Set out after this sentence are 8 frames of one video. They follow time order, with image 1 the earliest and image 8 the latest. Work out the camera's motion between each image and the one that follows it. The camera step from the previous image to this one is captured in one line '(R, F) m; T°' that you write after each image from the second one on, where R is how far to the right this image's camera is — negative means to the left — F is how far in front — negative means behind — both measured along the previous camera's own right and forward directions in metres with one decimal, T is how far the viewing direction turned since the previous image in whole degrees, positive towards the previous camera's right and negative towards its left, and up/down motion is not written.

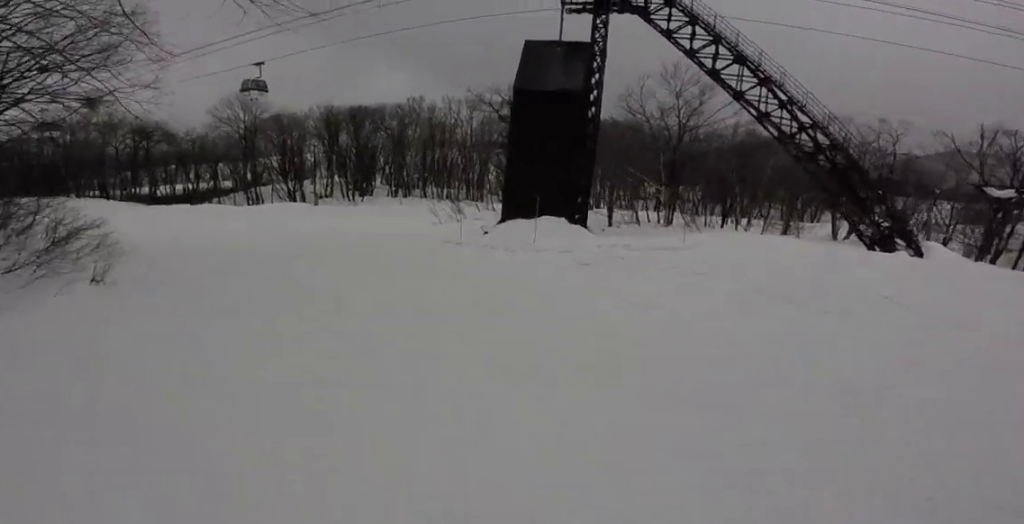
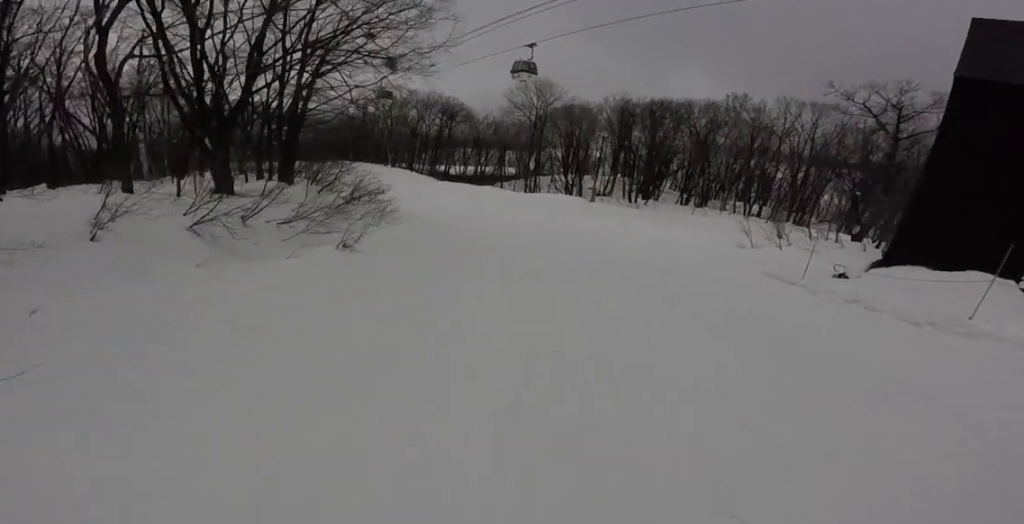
(-0.2, +5.9) m; -8°
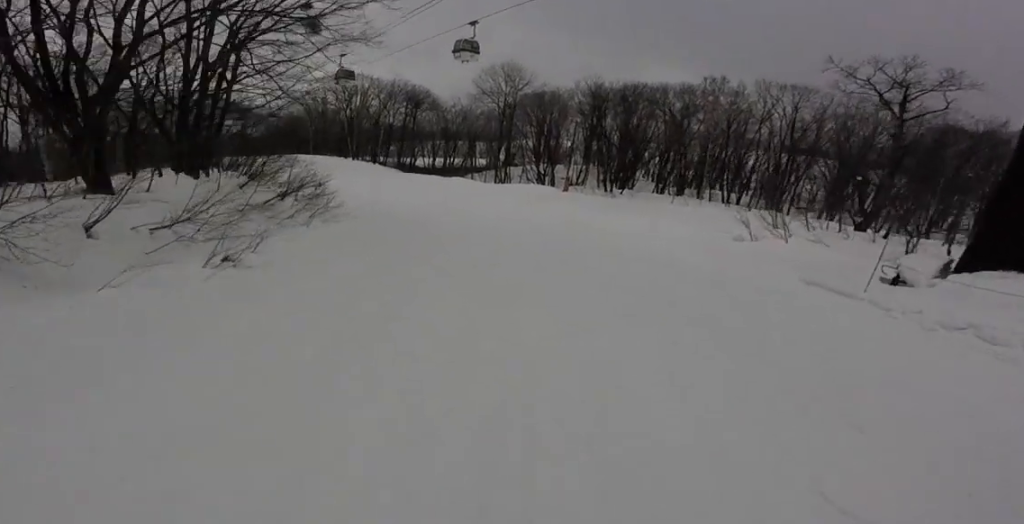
(-0.6, +5.8) m; -9°
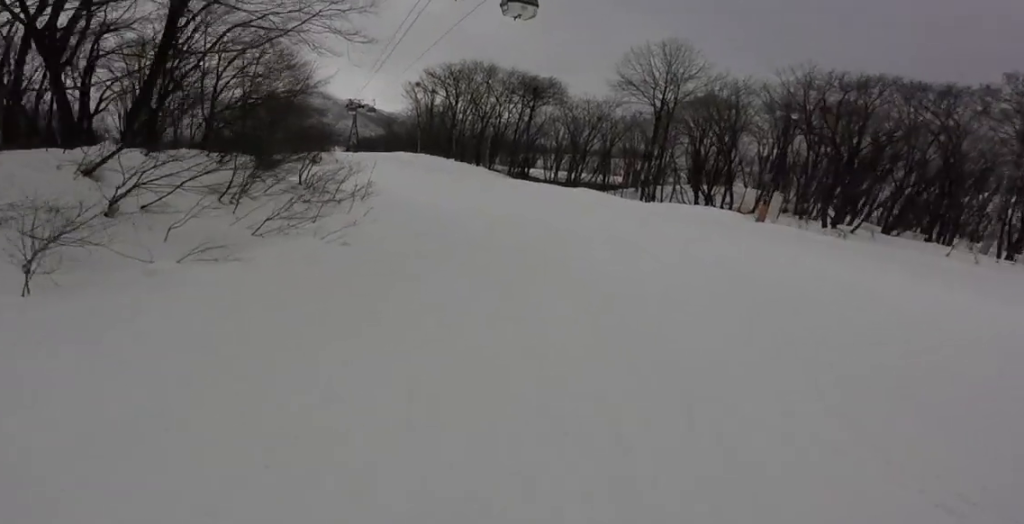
(-3.4, +17.5) m; -17°
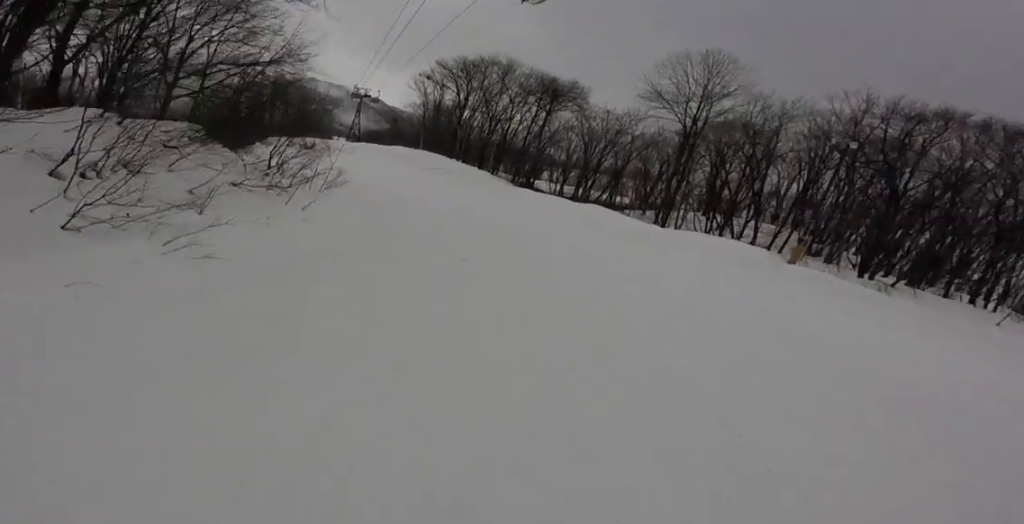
(-0.1, +5.6) m; -2°
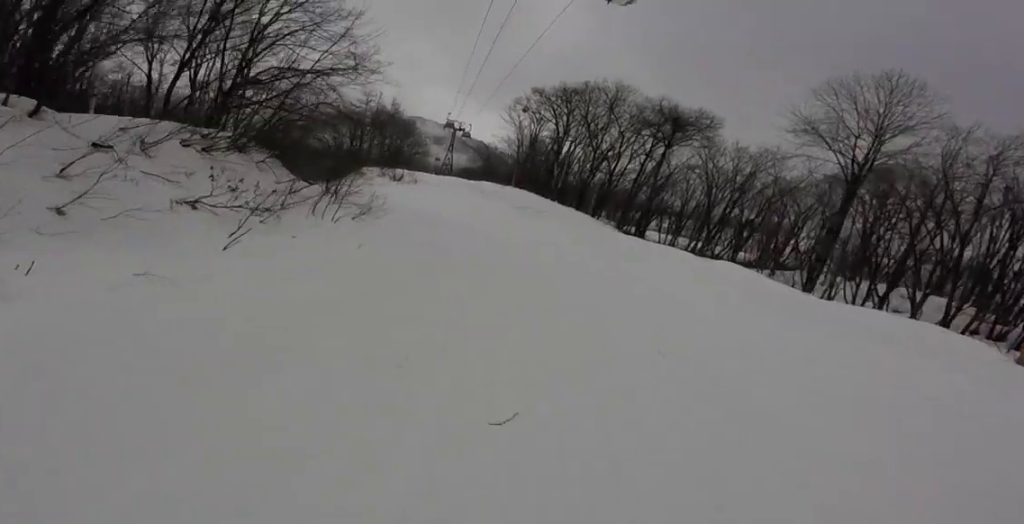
(-0.2, +7.1) m; -2°
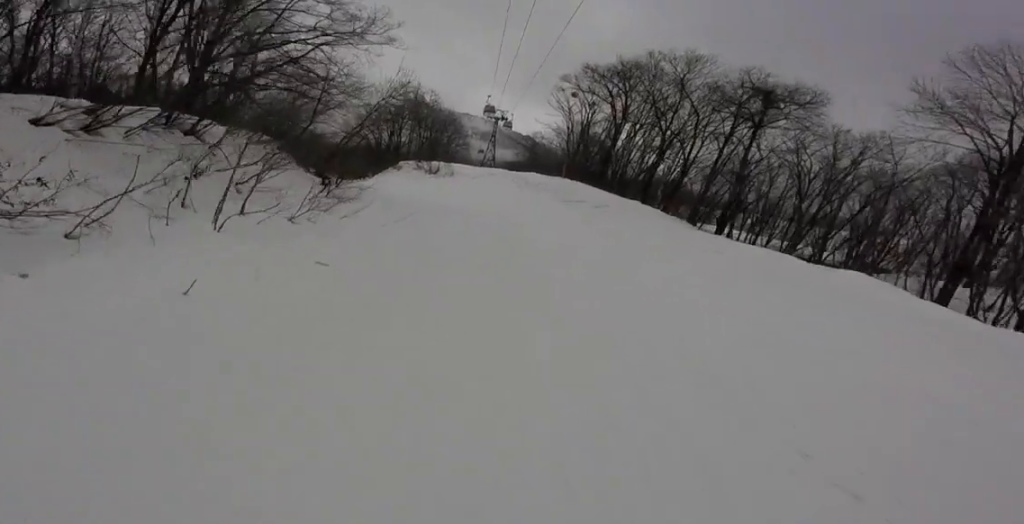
(0.0, +6.3) m; -5°
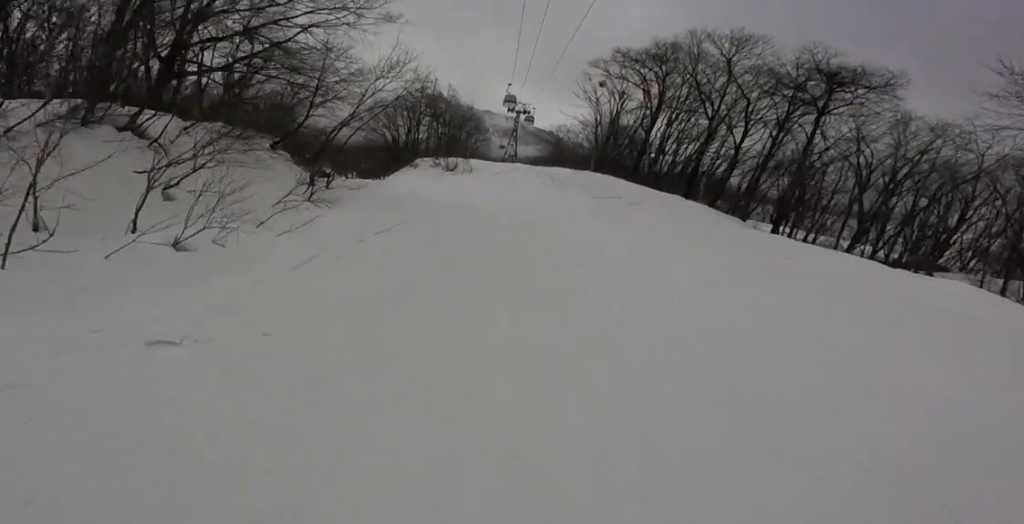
(+0.1, +3.8) m; -3°
